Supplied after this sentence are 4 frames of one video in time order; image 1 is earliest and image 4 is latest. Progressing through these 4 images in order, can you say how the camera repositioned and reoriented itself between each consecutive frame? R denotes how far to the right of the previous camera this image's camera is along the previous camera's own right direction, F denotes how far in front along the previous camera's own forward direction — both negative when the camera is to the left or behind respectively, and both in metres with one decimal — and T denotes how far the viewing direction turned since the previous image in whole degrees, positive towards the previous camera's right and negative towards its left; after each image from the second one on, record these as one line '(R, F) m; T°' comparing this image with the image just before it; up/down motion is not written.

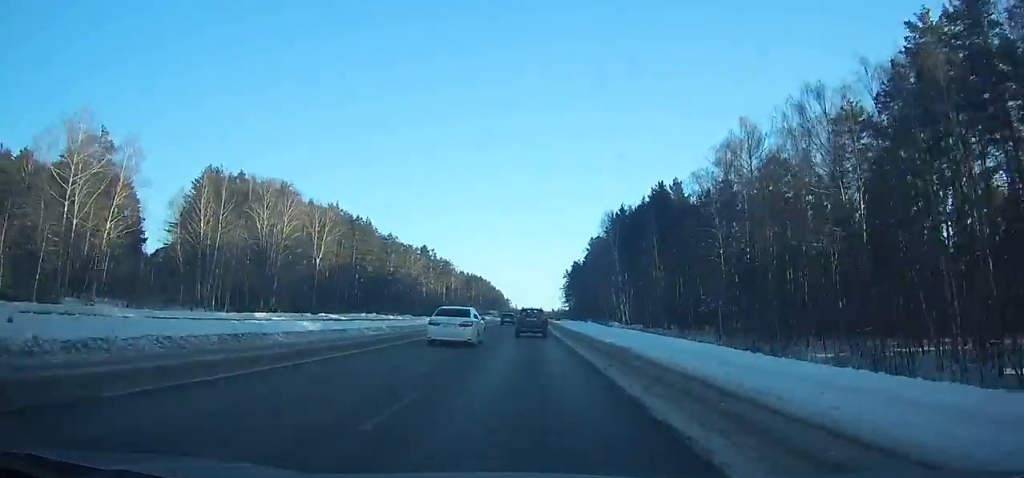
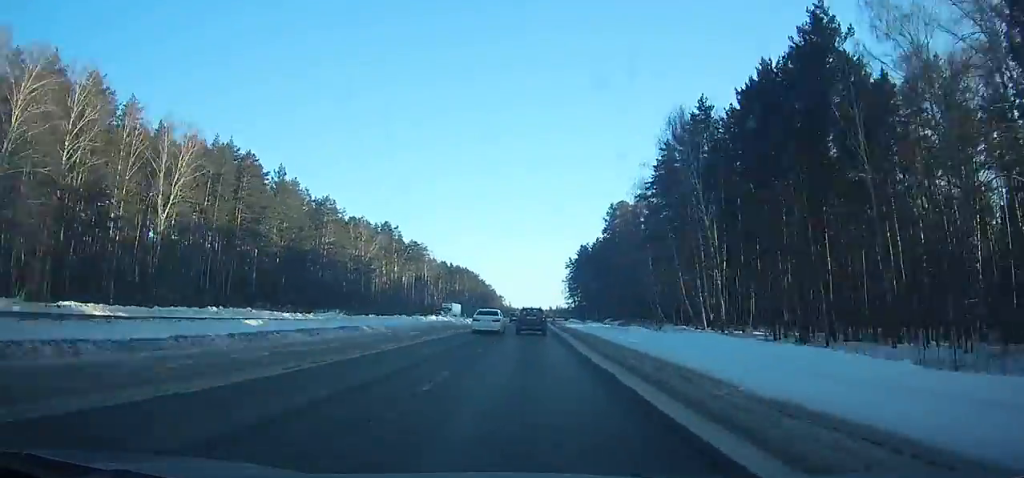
(0.0, +56.4) m; 0°
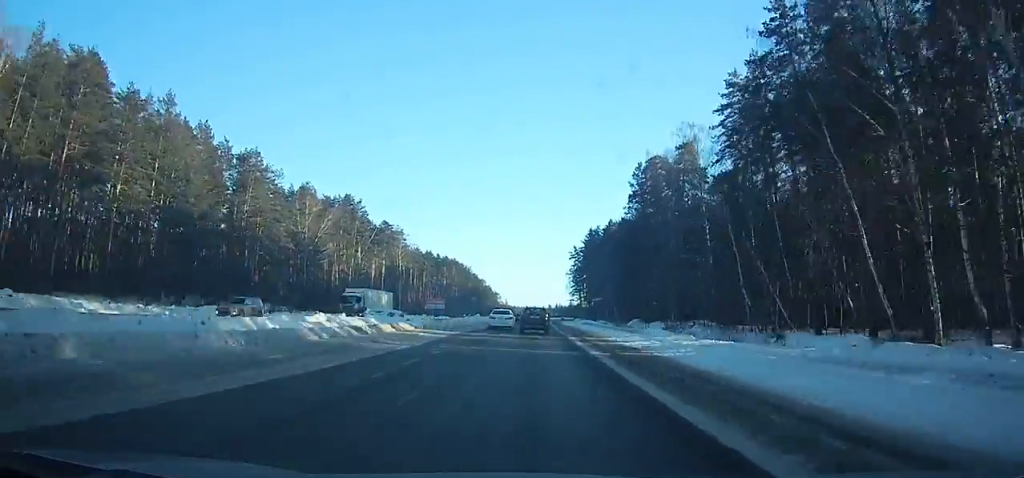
(0.0, +37.0) m; 0°
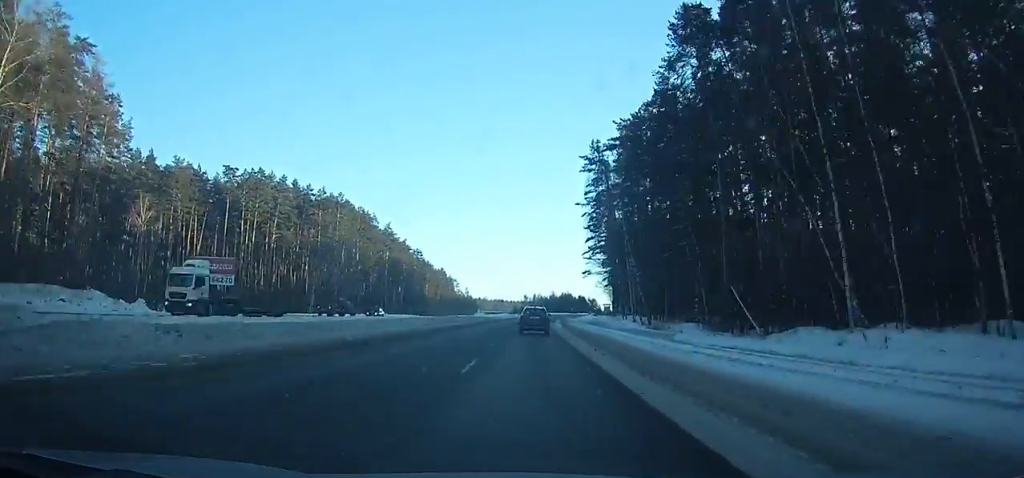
(+2.2, +126.9) m; +2°
